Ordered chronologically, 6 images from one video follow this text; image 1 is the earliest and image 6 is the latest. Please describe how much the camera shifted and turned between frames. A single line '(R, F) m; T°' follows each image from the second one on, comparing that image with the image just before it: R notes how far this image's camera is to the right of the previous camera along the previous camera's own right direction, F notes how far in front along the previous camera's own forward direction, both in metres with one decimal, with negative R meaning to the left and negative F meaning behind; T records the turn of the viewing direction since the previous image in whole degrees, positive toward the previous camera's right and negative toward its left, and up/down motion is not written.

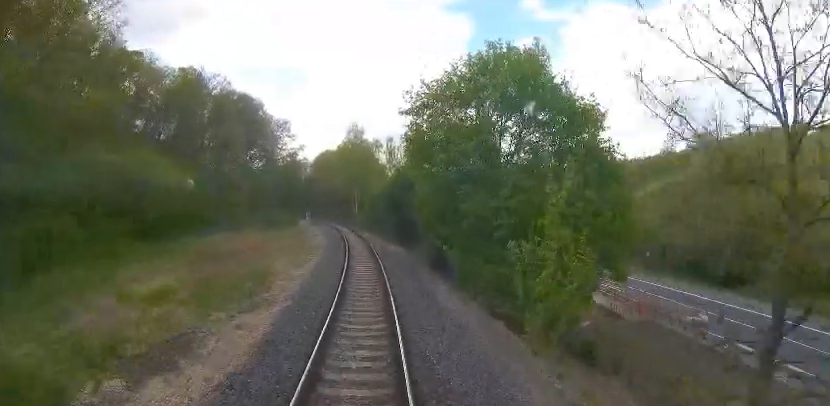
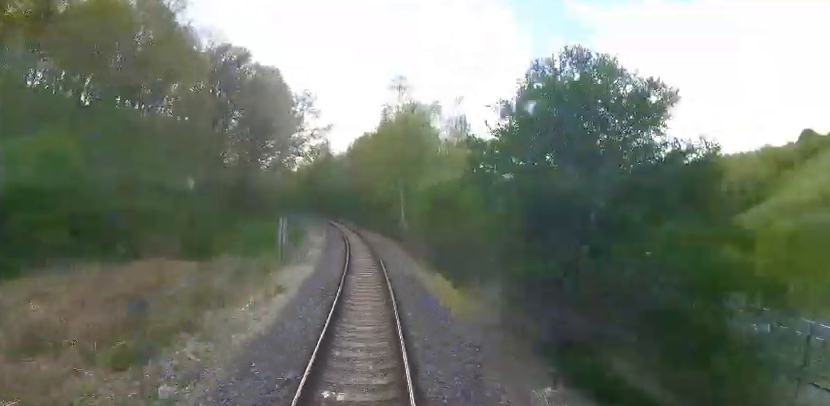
(-1.3, +28.6) m; -7°
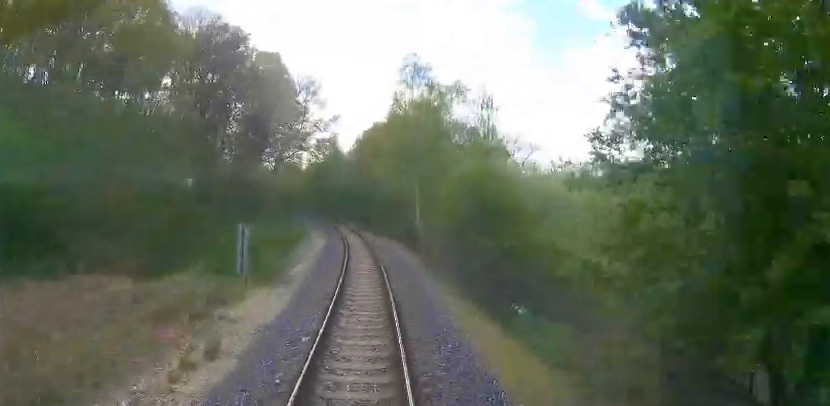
(0.0, +7.3) m; -1°
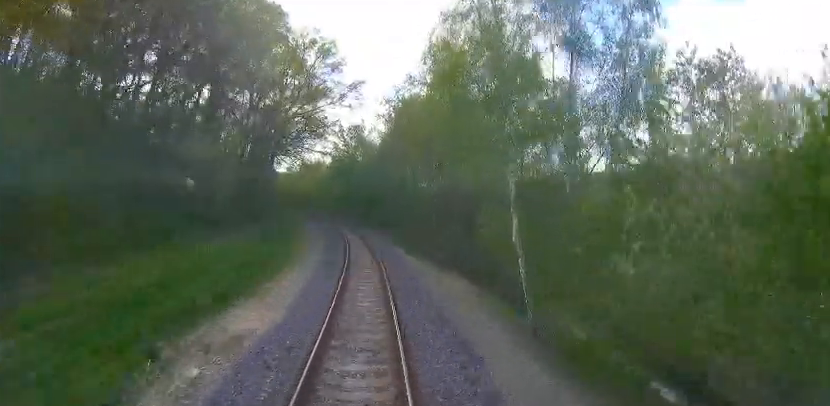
(-0.6, +20.4) m; -4°
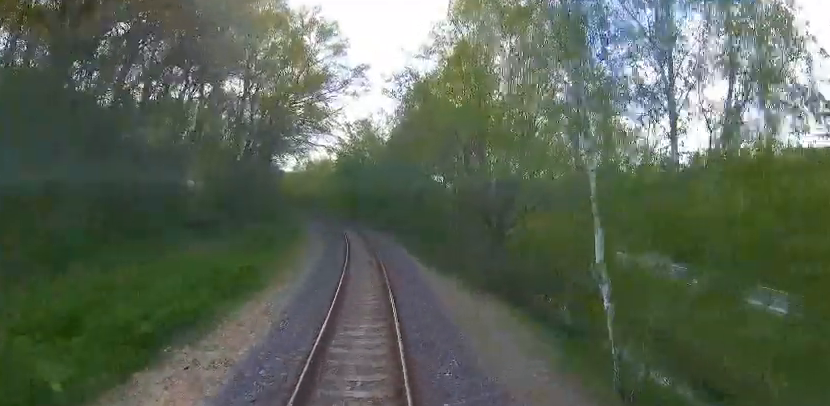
(-0.1, +5.9) m; 0°
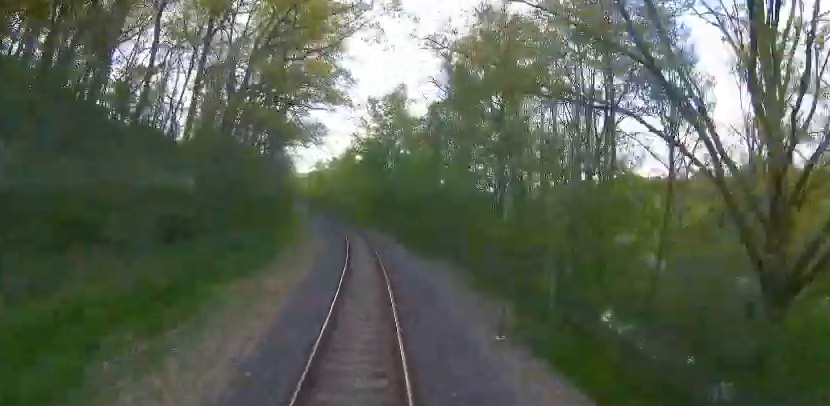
(0.0, +17.8) m; -3°
